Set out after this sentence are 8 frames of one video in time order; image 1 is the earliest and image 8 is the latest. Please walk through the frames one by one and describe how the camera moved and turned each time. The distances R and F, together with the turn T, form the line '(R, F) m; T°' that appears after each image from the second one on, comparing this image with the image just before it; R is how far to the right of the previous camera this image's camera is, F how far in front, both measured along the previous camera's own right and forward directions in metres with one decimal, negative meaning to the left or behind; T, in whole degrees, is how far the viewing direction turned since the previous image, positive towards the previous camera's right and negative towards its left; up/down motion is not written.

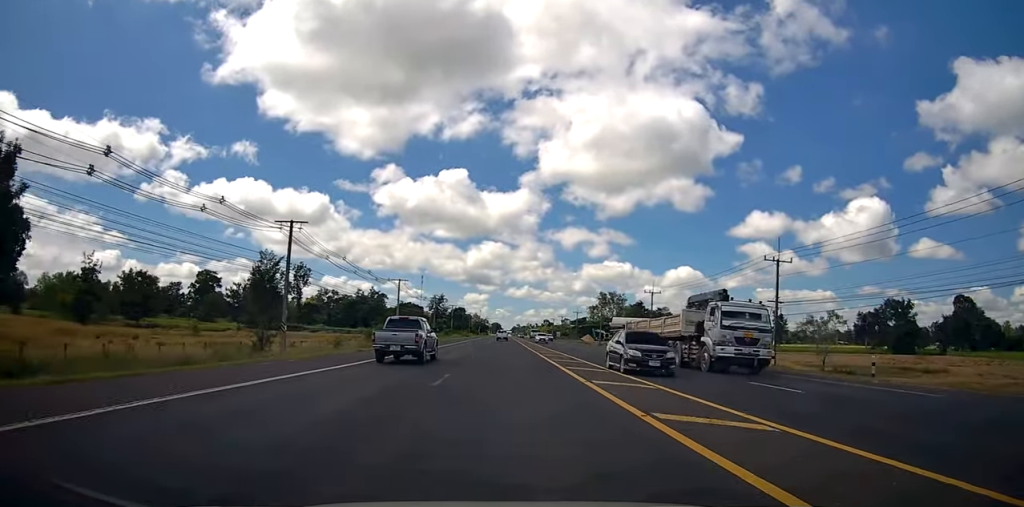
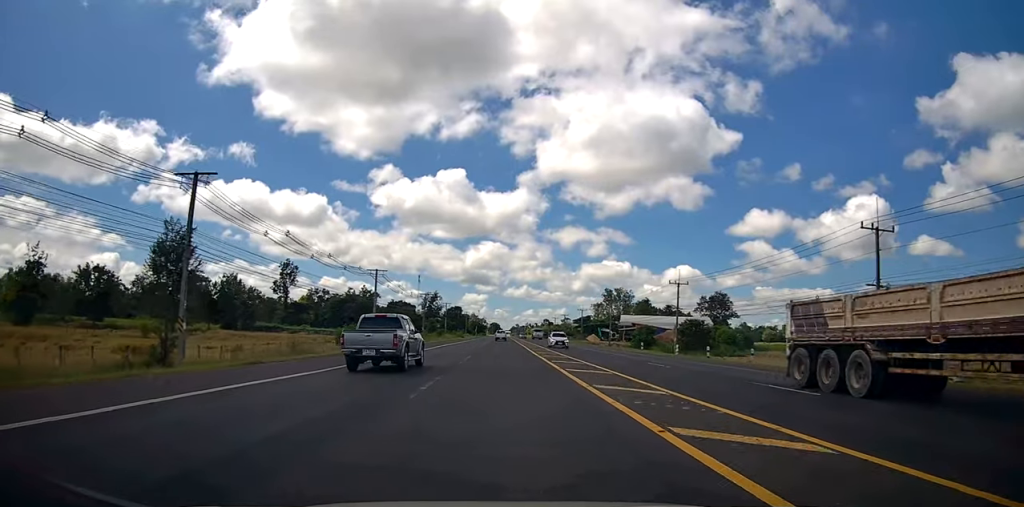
(+0.1, +13.5) m; 0°
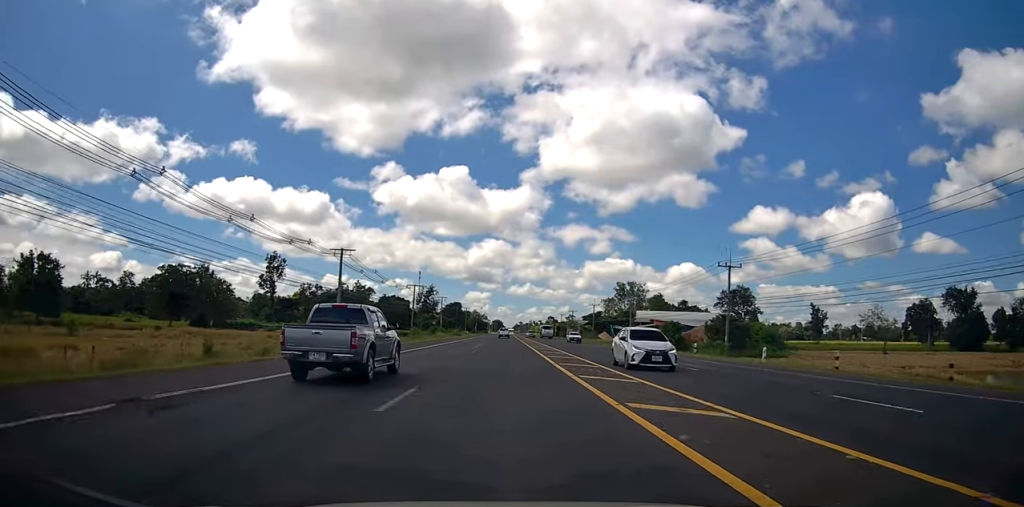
(-0.1, +15.7) m; 0°
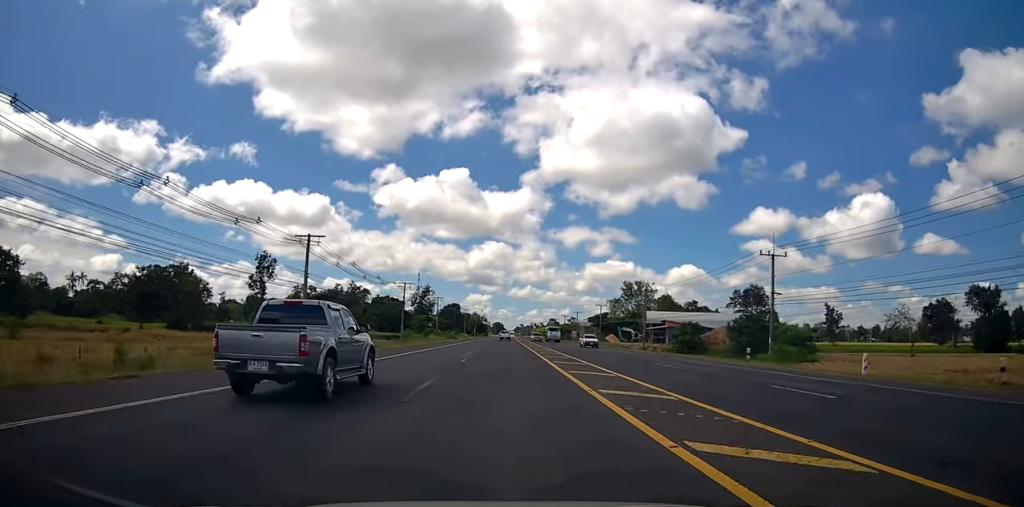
(-0.2, +9.3) m; 0°
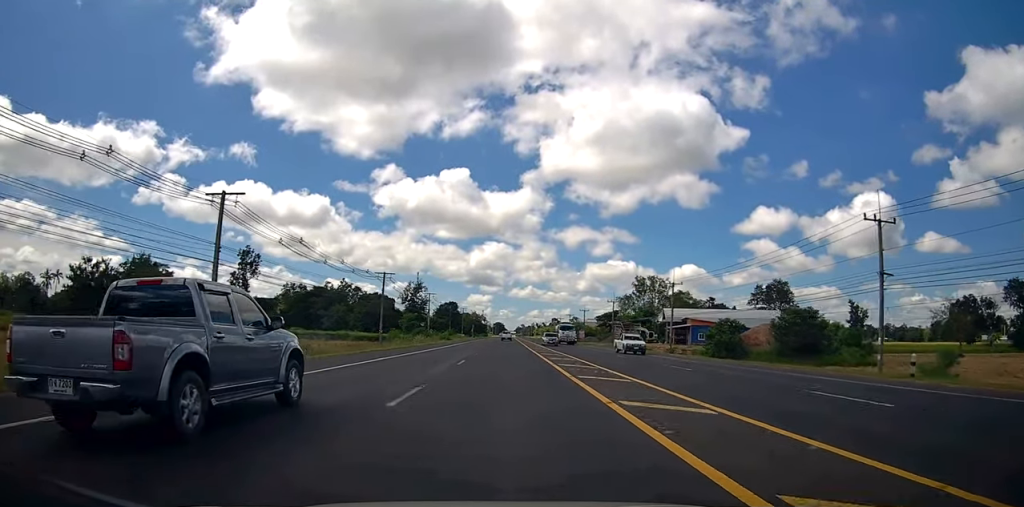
(+0.3, +14.5) m; 0°
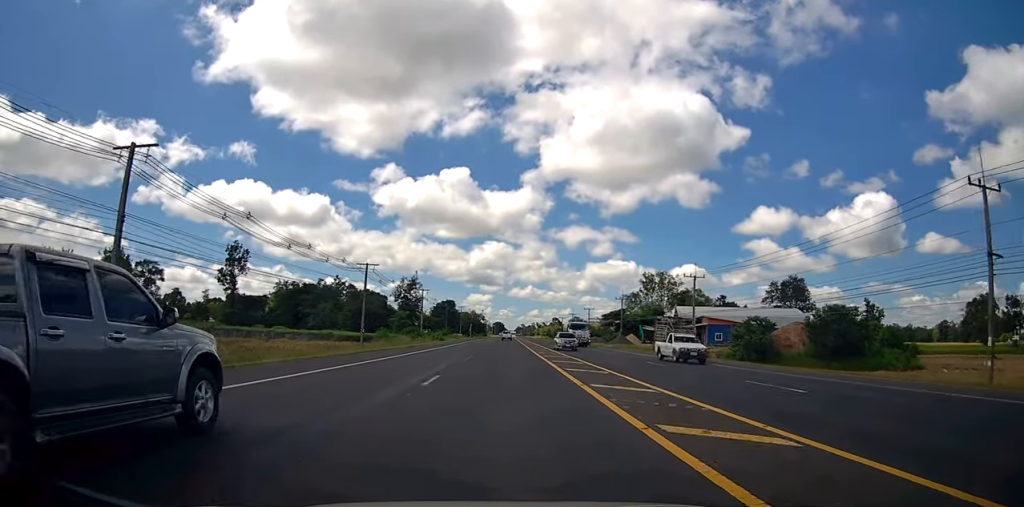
(+0.1, +8.7) m; 0°
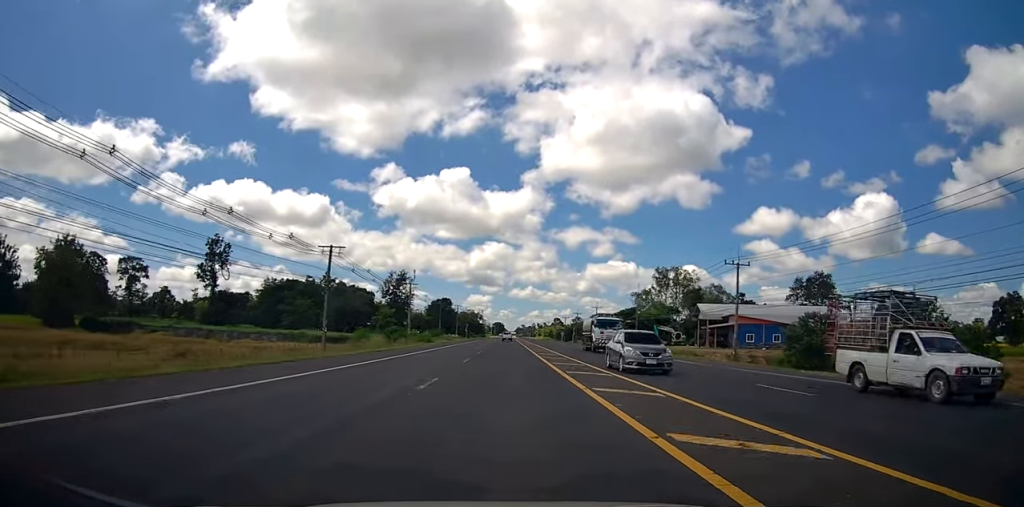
(-0.2, +12.6) m; -1°
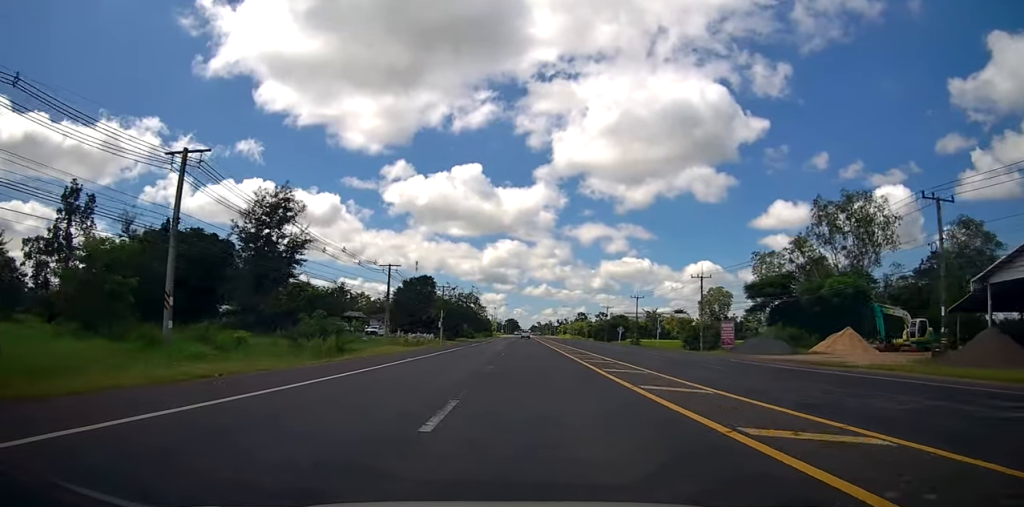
(-1.3, +65.7) m; -2°
